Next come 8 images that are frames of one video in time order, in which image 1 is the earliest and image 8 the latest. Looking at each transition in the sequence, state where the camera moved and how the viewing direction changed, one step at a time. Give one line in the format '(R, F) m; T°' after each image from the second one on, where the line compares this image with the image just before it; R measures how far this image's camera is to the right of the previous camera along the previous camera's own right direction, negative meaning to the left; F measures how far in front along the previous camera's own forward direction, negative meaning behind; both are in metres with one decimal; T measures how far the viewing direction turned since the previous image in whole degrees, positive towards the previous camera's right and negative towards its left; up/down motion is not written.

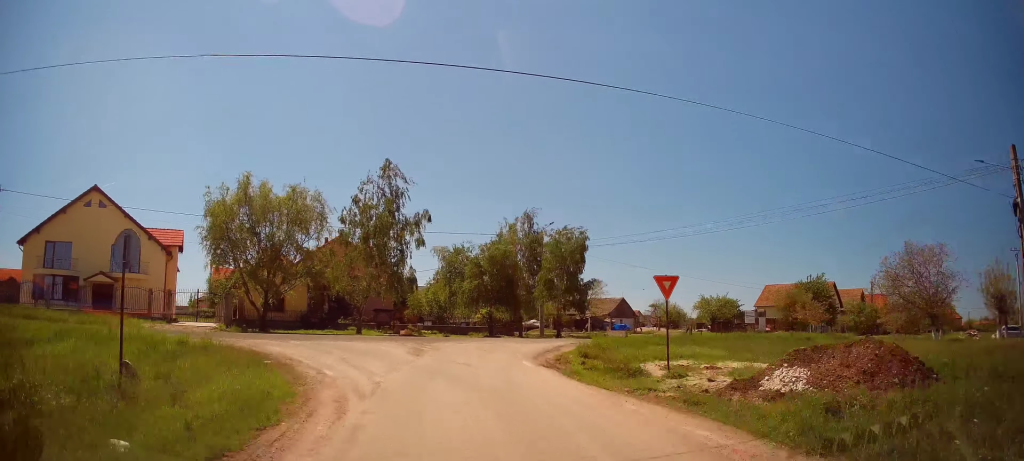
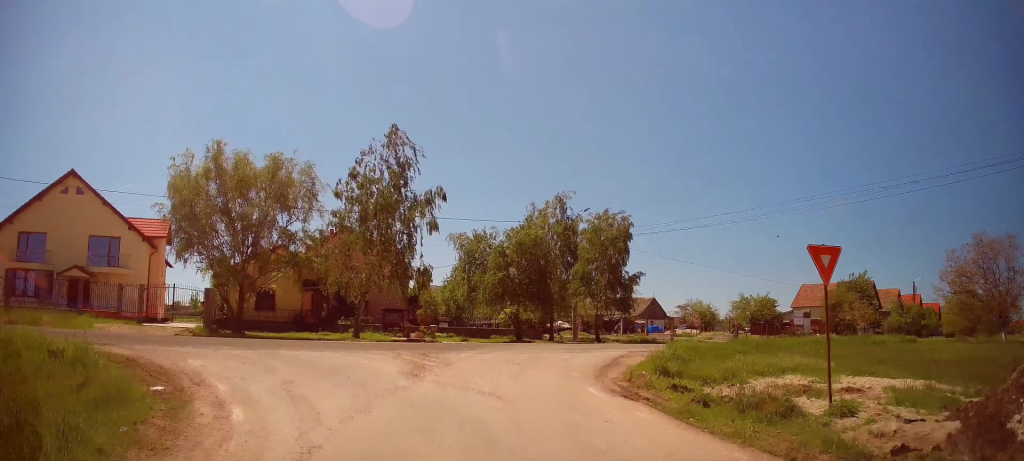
(-0.3, +5.4) m; -2°
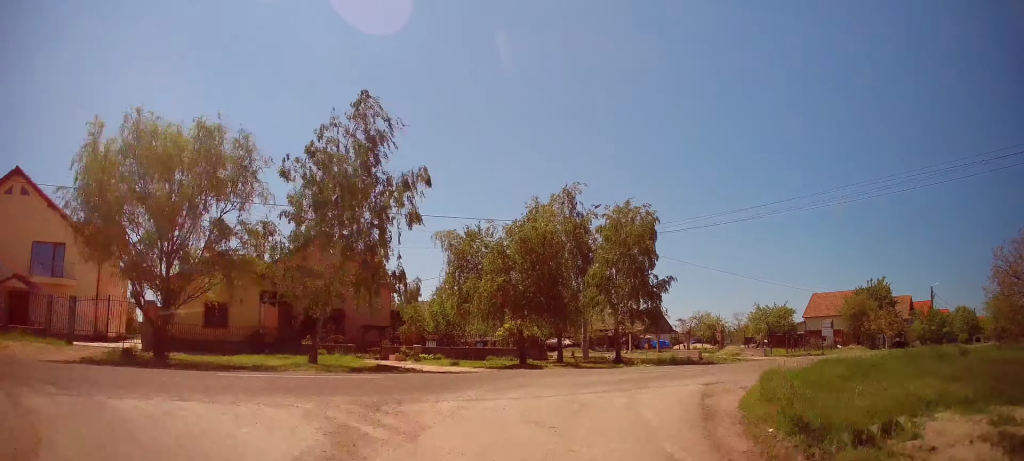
(-0.2, +5.9) m; +1°
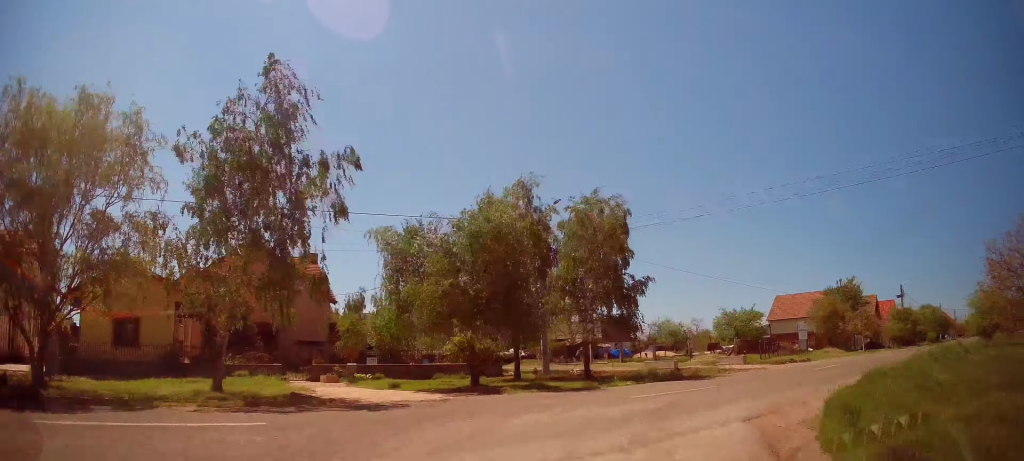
(0.0, +4.5) m; +5°
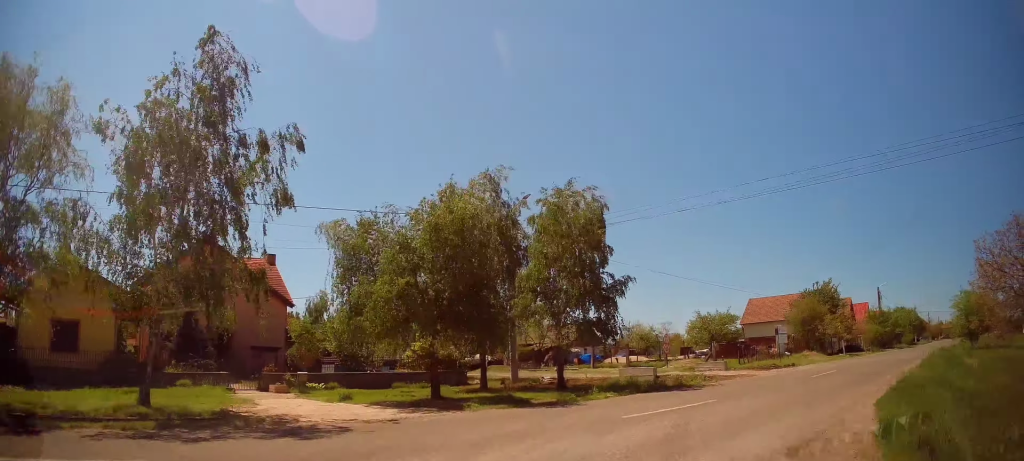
(+0.2, +2.3) m; +8°
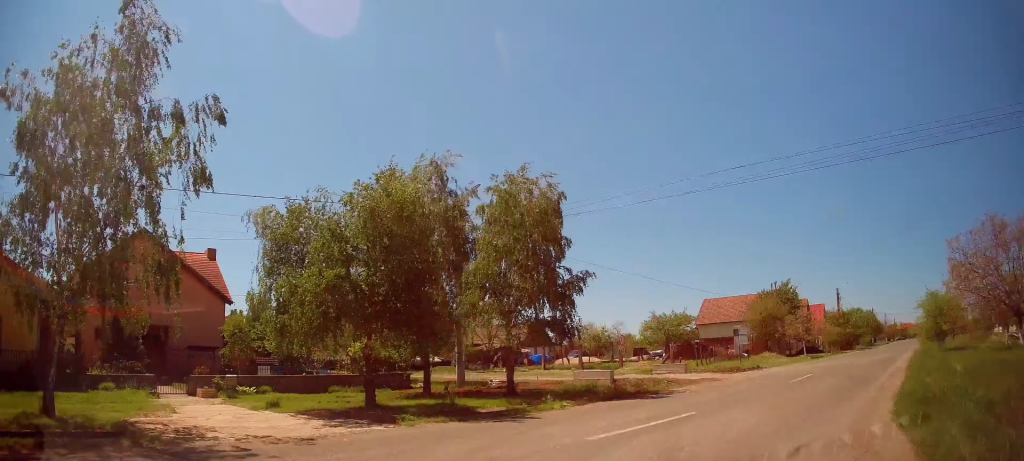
(-0.1, +2.2) m; +8°
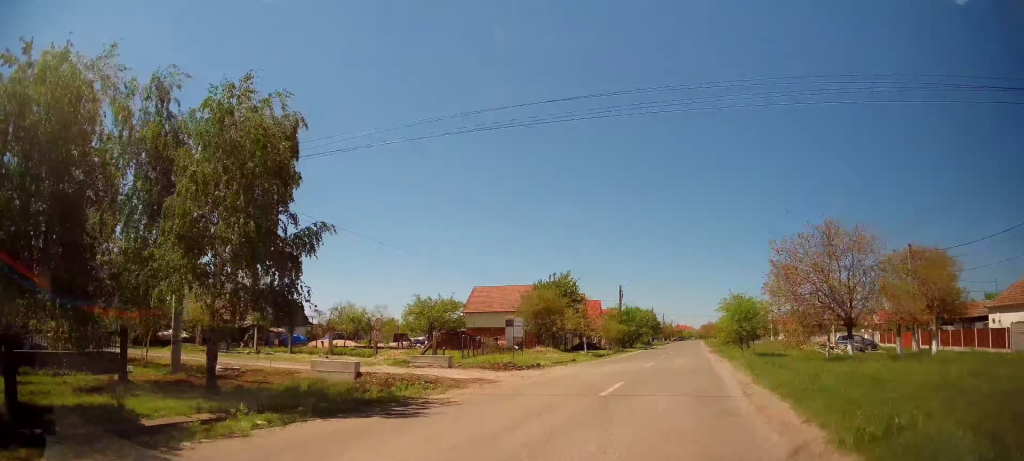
(+1.2, +5.2) m; +19°
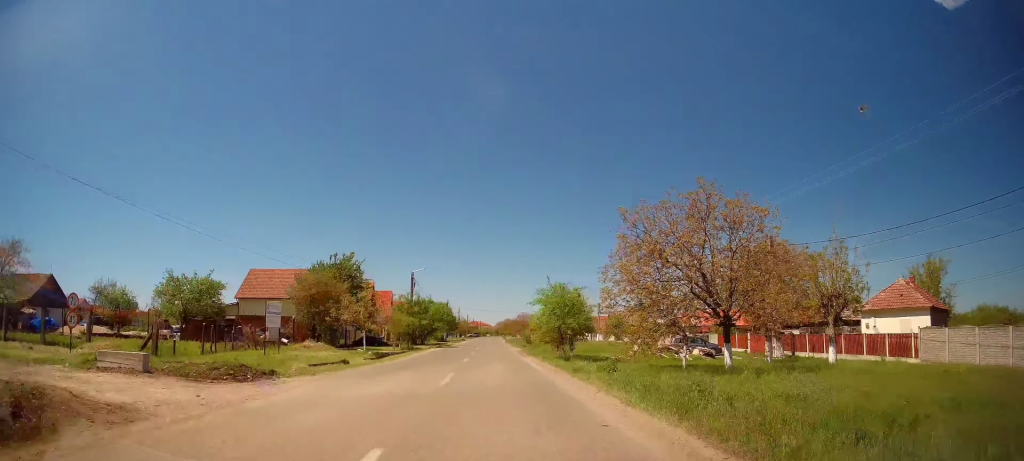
(+1.0, +8.0) m; +14°
